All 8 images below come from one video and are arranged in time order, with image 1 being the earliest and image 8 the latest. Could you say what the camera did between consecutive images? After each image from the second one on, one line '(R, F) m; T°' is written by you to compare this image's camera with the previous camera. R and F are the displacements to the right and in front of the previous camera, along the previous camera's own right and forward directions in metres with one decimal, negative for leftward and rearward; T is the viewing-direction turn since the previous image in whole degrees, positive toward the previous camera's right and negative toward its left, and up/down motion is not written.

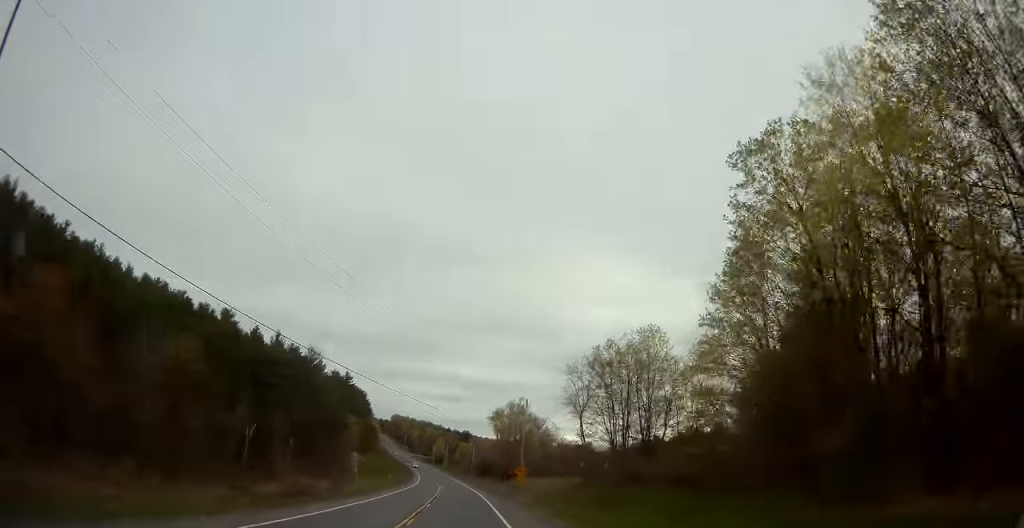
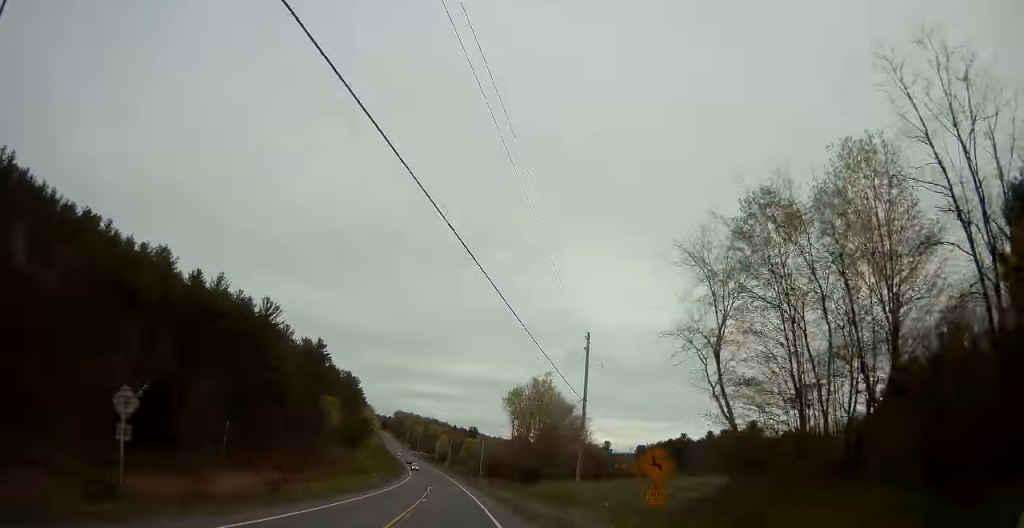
(-0.1, +33.5) m; -1°
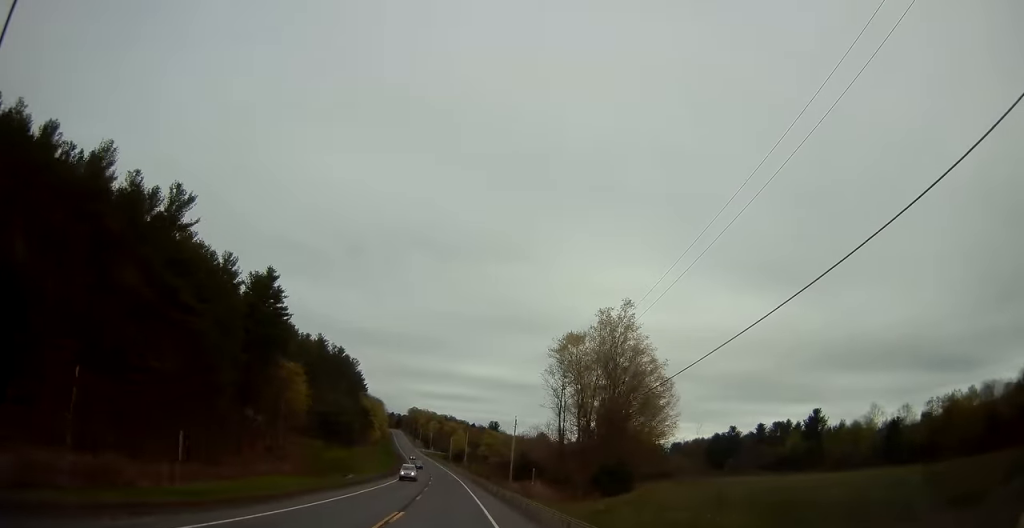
(-0.8, +38.4) m; -2°
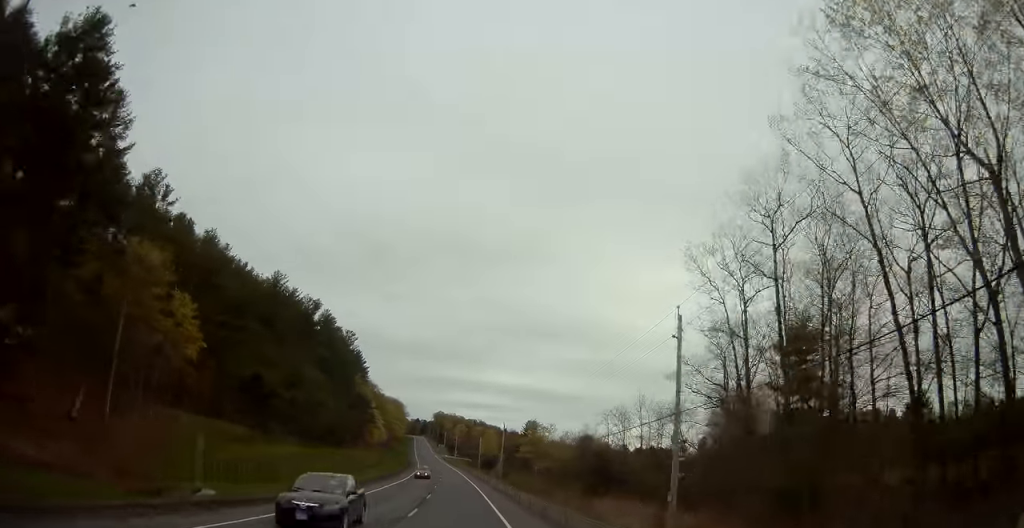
(-0.9, +48.1) m; -2°
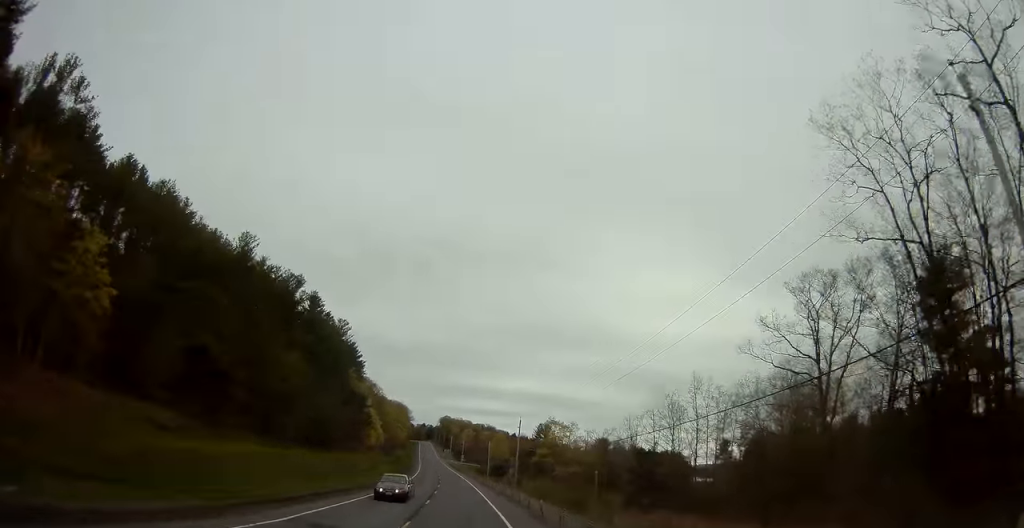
(+0.1, +16.0) m; 0°
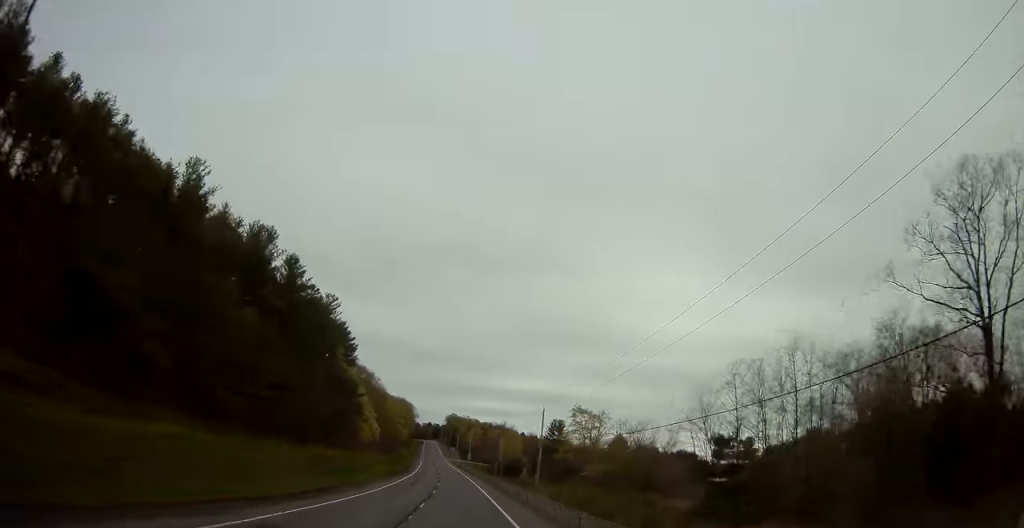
(-0.2, +17.6) m; -2°
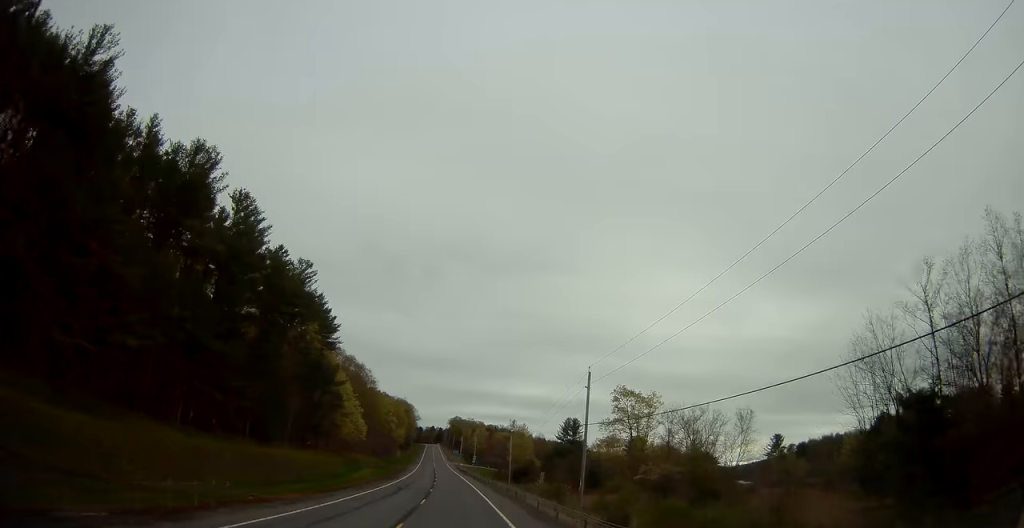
(-0.4, +20.7) m; -1°
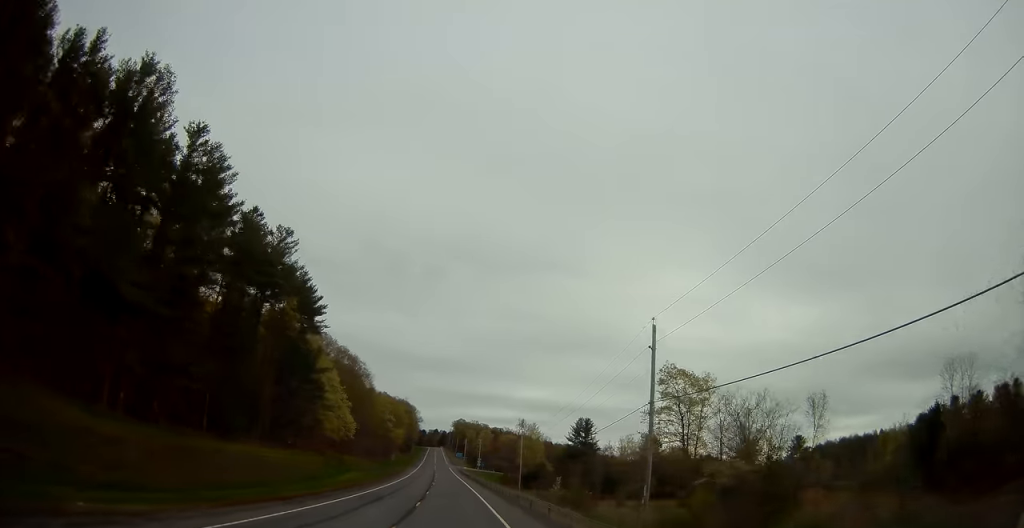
(-0.2, +13.2) m; 0°
